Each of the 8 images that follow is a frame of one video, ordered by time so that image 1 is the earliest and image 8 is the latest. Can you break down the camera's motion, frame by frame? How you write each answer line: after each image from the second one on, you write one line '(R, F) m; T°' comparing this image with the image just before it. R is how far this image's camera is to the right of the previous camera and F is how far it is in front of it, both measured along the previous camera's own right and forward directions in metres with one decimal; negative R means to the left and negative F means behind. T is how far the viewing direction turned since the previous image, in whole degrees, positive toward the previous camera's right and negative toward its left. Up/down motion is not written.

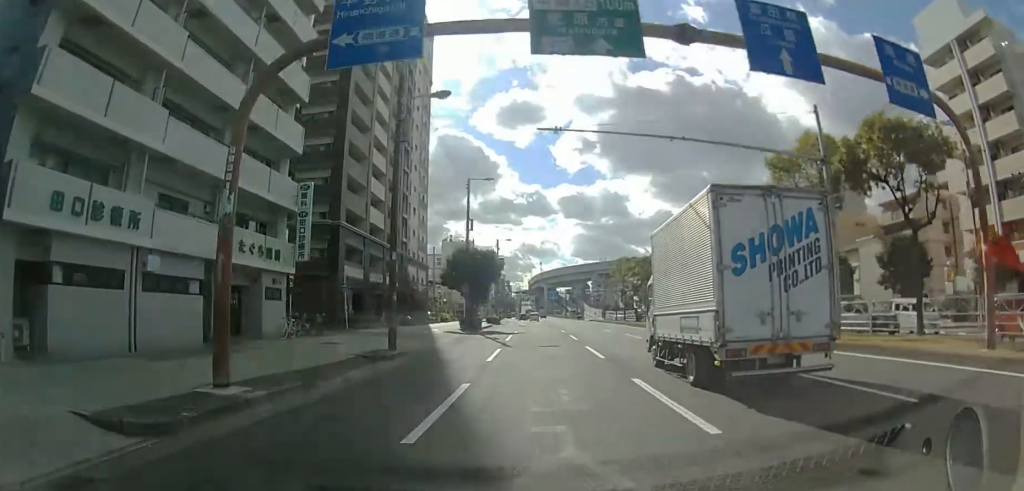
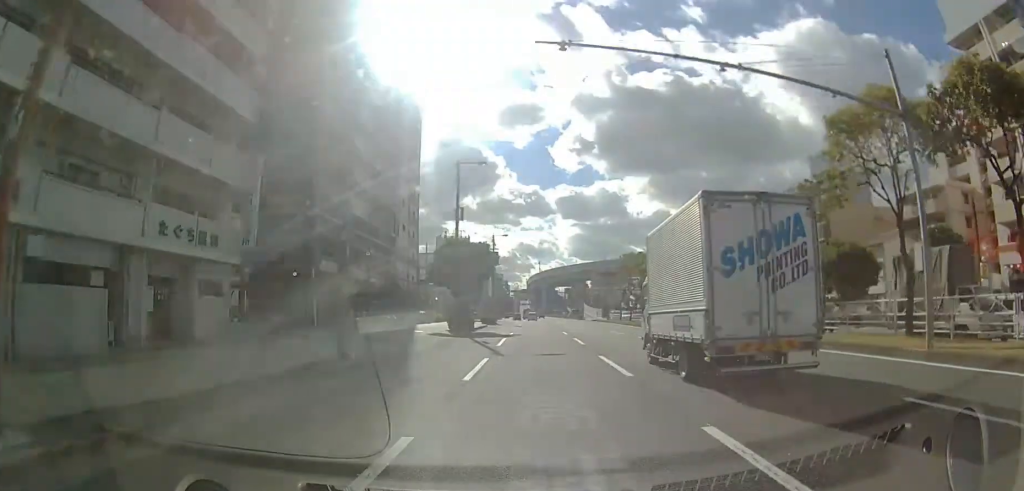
(0.0, +4.7) m; 0°
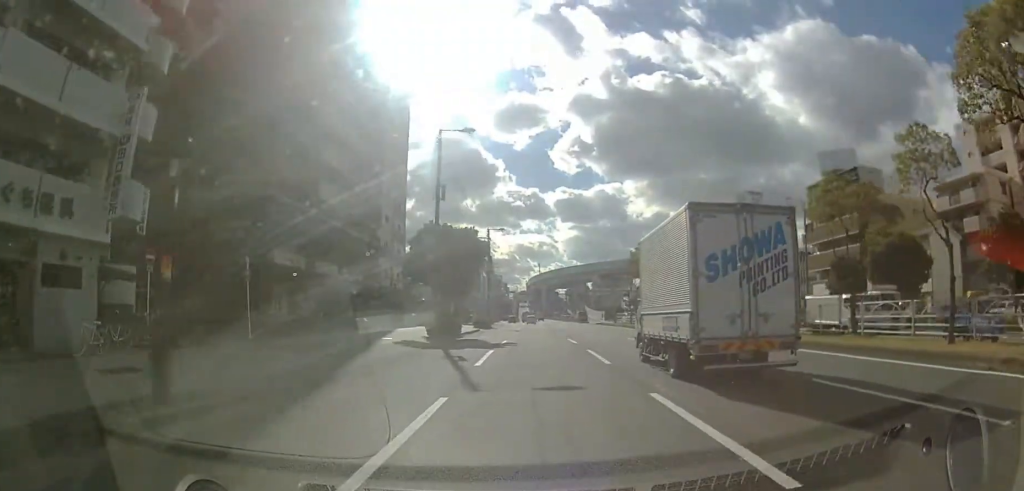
(0.0, +7.2) m; 0°
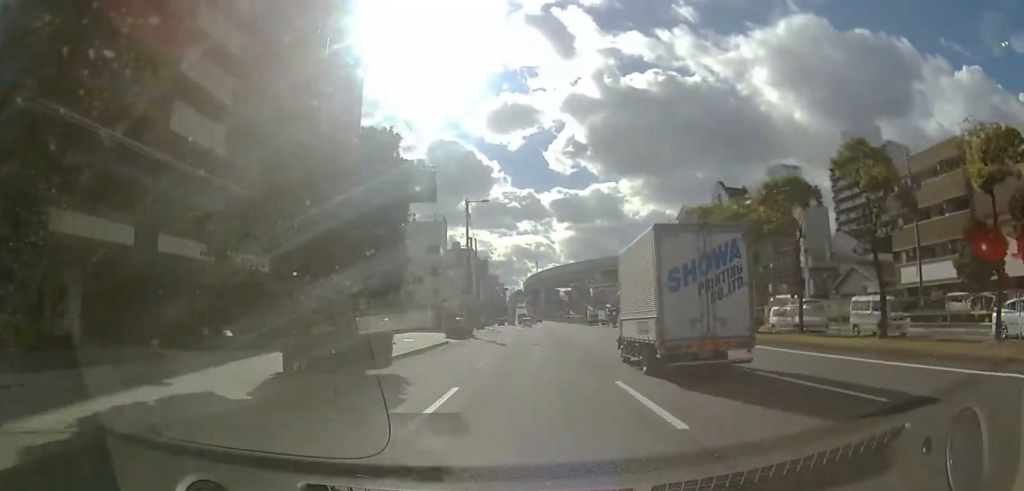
(+0.2, +16.6) m; 0°
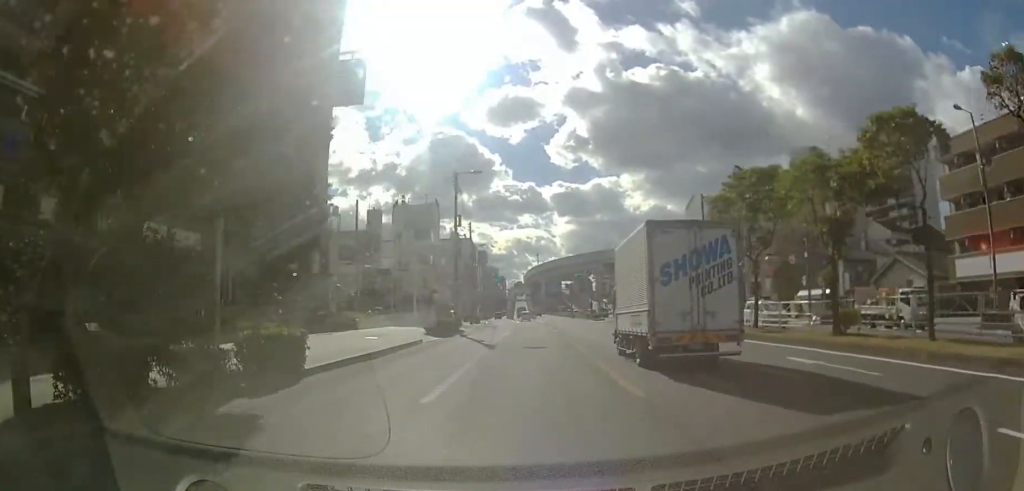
(0.0, +7.5) m; 0°
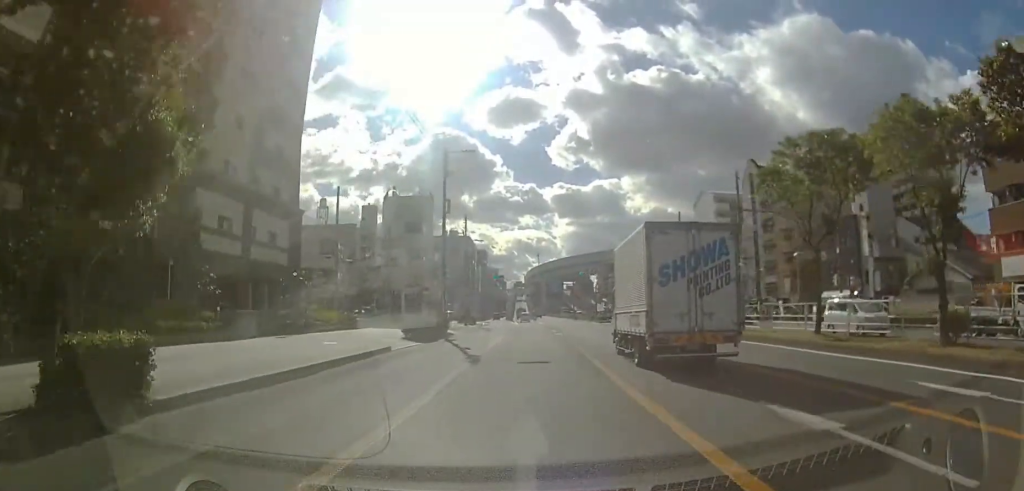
(0.0, +5.5) m; 0°
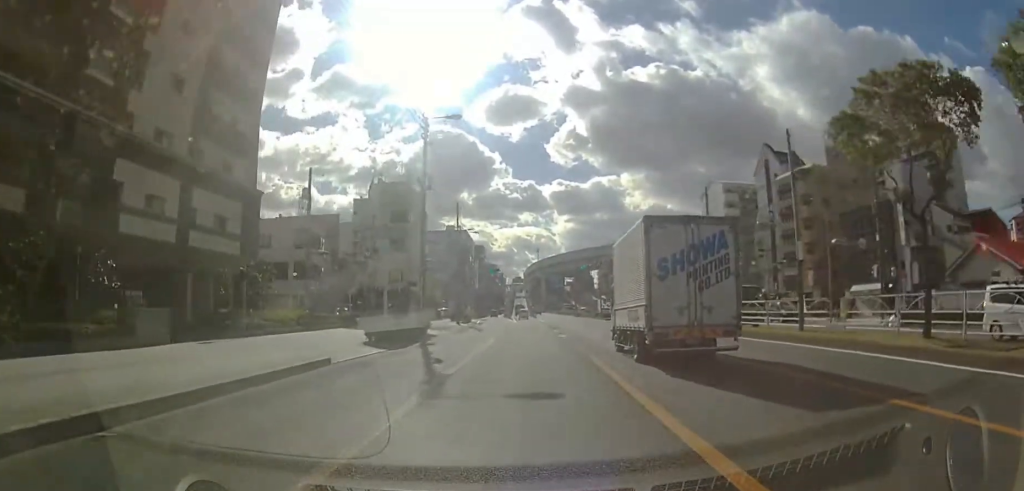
(0.0, +5.7) m; 0°
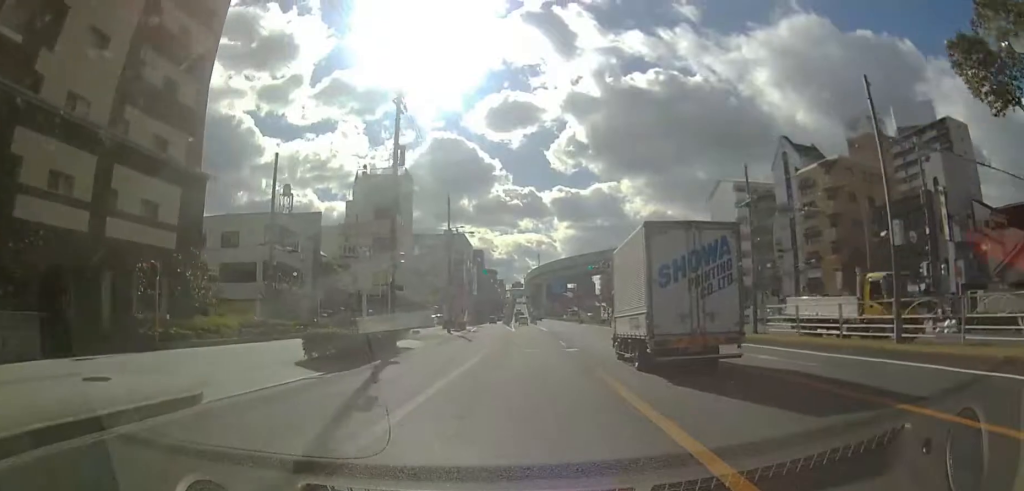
(0.0, +5.7) m; 0°
